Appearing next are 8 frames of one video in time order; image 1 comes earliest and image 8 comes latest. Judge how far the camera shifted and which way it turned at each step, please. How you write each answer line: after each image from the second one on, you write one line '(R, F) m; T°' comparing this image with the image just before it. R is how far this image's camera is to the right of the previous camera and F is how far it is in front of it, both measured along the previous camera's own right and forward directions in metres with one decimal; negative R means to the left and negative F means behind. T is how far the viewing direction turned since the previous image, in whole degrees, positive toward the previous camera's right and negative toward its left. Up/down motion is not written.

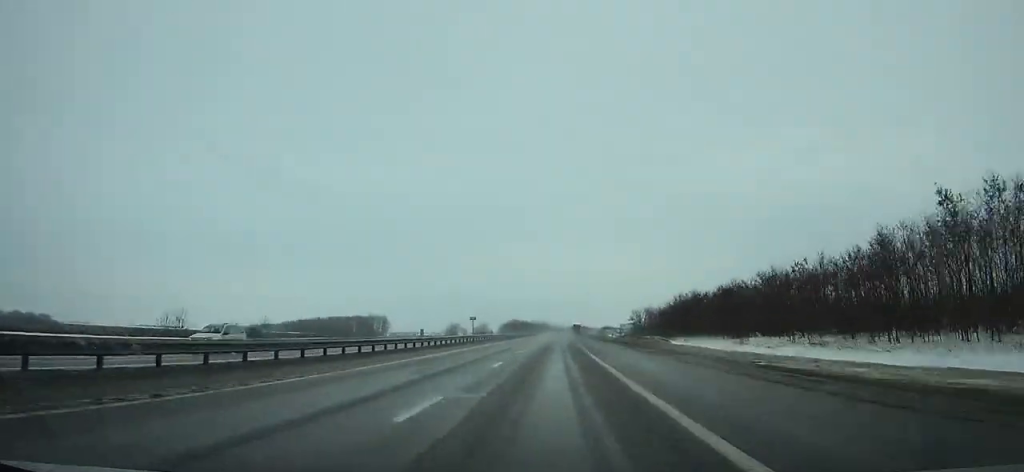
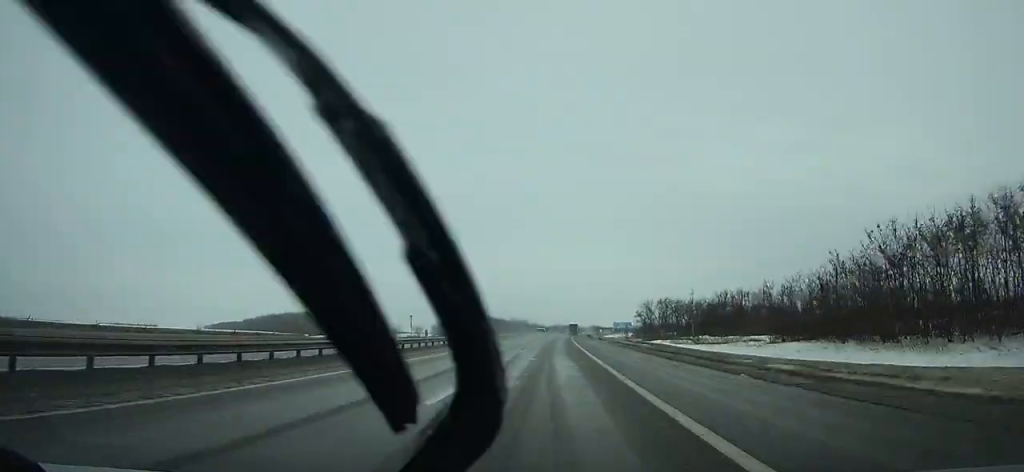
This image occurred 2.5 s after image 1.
(+0.8, +69.3) m; +1°
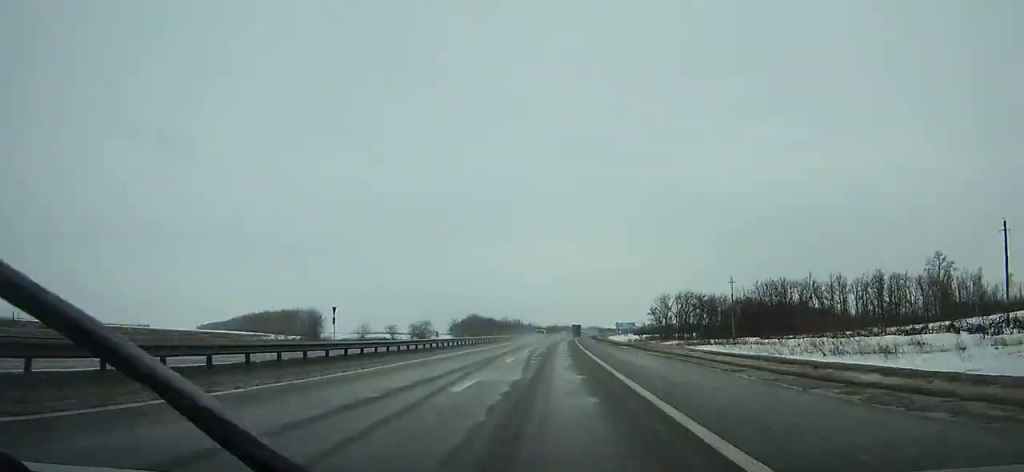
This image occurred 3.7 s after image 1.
(+0.2, +33.3) m; +1°
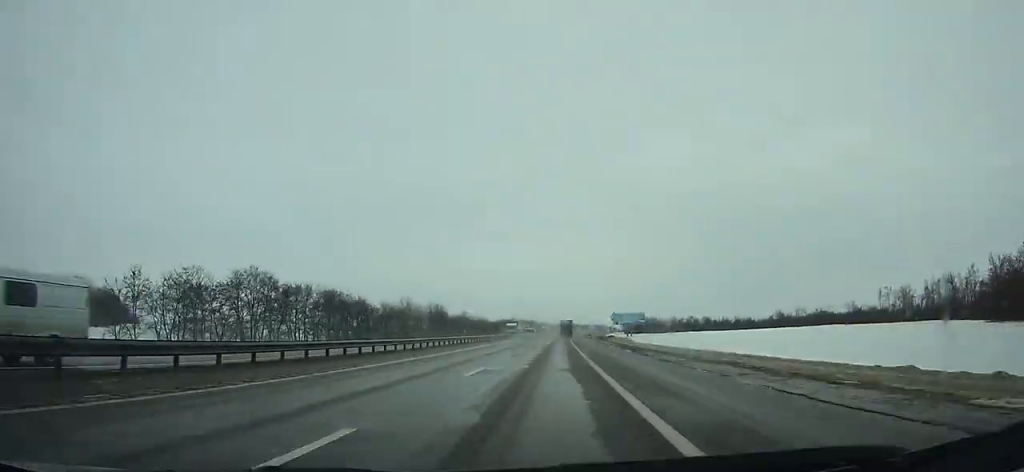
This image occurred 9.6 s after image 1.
(+4.9, +162.9) m; +3°
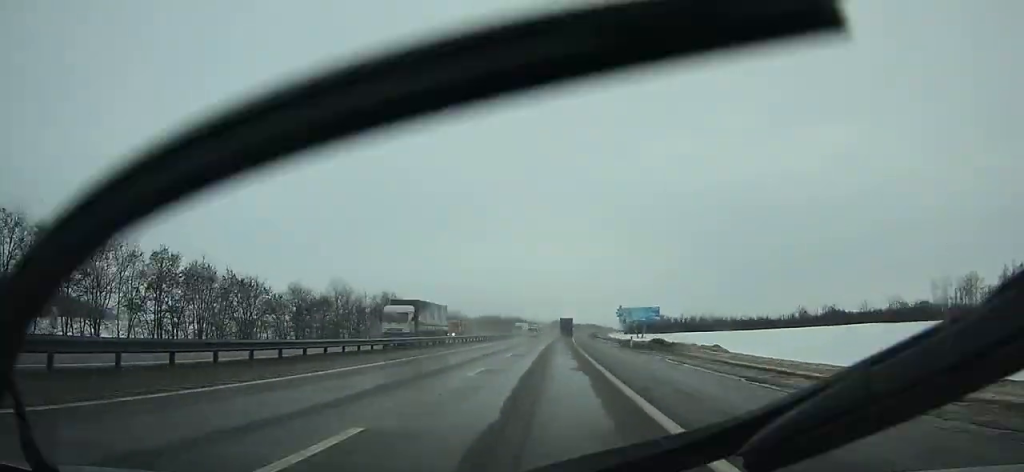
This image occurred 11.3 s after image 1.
(+0.4, +47.0) m; +1°
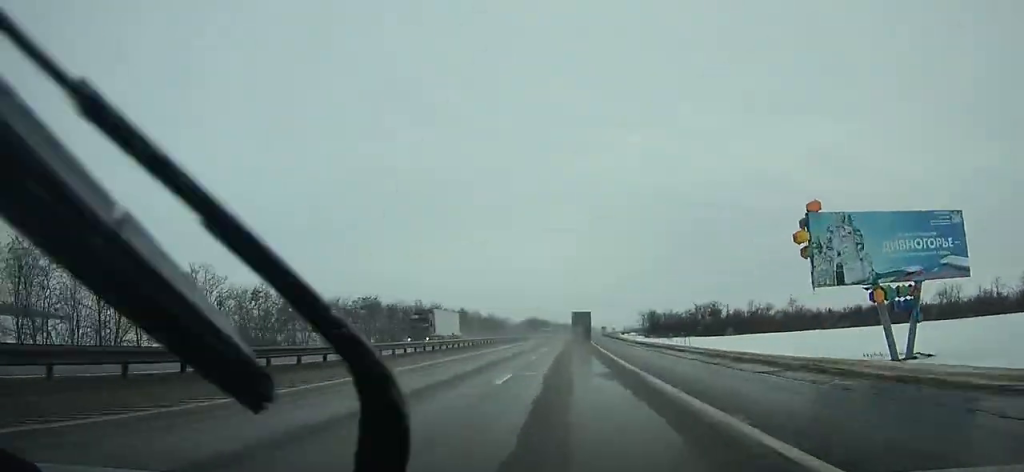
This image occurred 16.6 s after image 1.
(+2.8, +147.2) m; +2°
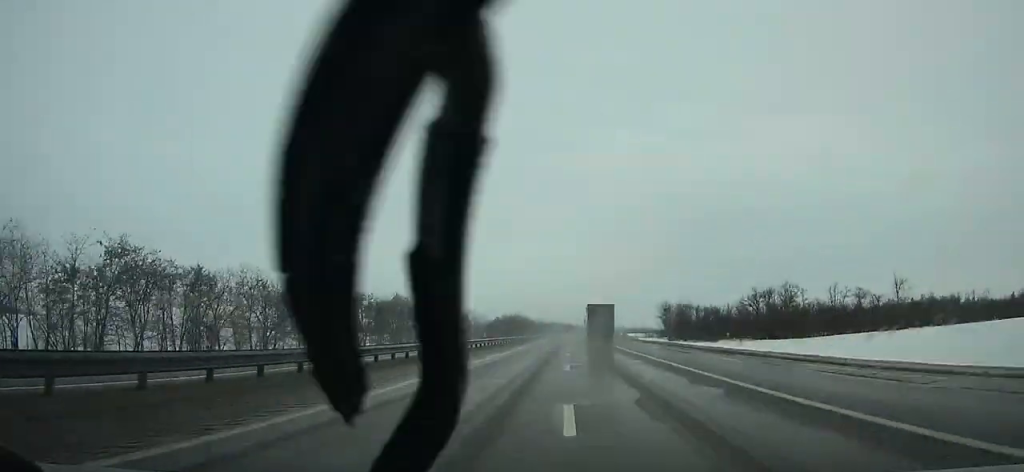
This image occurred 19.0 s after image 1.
(+0.5, +67.4) m; +1°
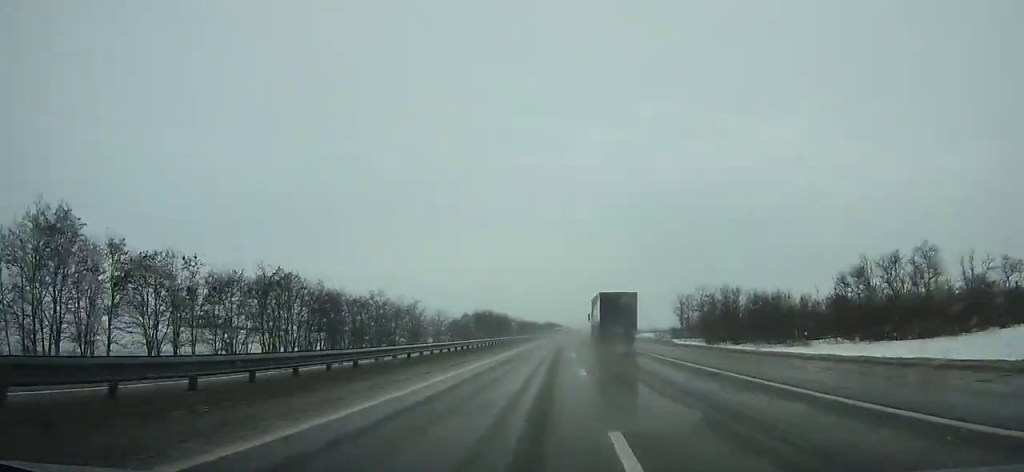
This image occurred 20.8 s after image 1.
(+0.4, +50.9) m; +1°
